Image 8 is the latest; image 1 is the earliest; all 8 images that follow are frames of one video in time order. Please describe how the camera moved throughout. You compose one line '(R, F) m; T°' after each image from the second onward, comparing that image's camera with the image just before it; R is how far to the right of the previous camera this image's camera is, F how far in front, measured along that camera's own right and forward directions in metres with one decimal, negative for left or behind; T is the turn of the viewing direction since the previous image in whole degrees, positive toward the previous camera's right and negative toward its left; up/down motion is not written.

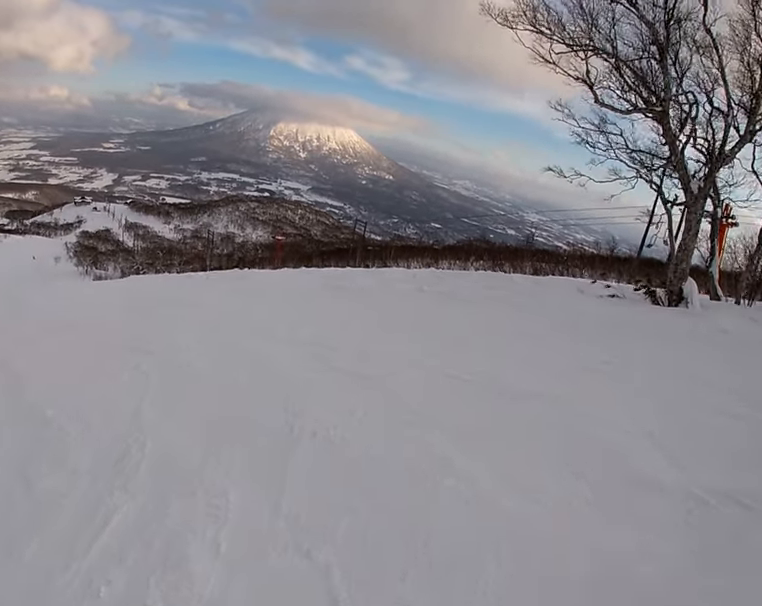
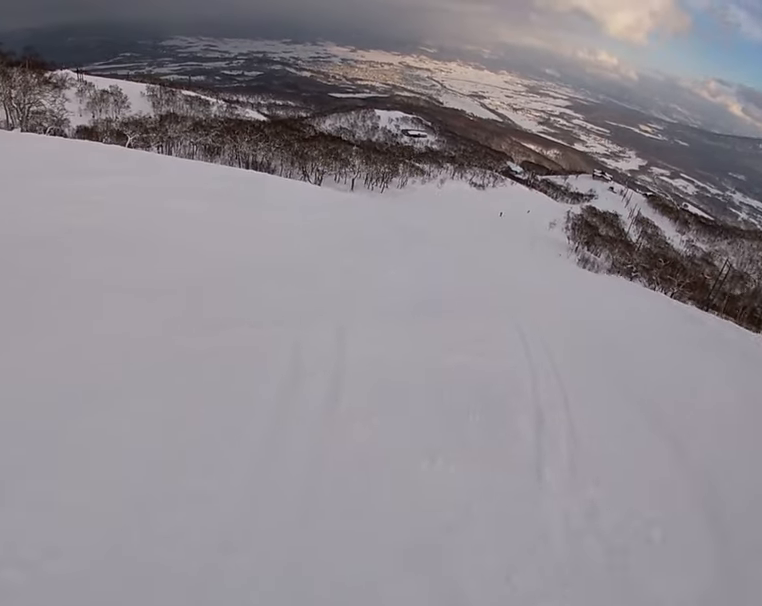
(-2.7, +6.9) m; -49°
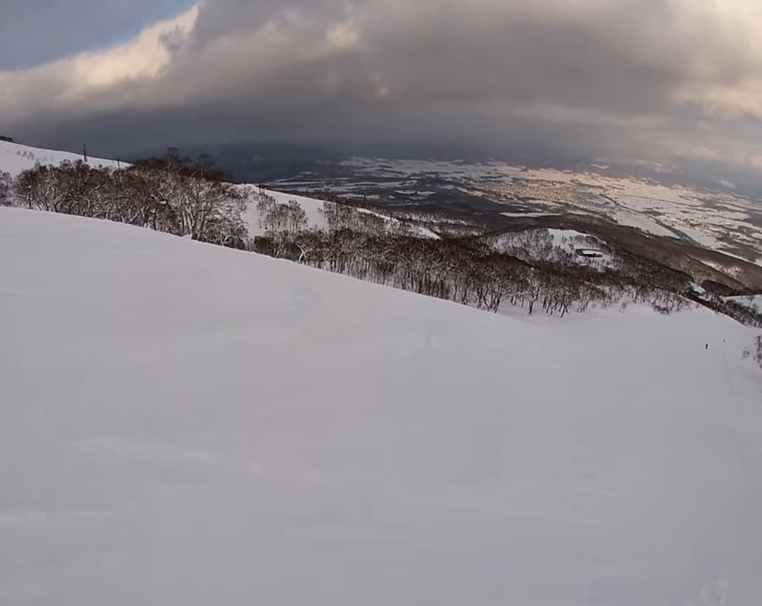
(-1.7, +5.1) m; -35°
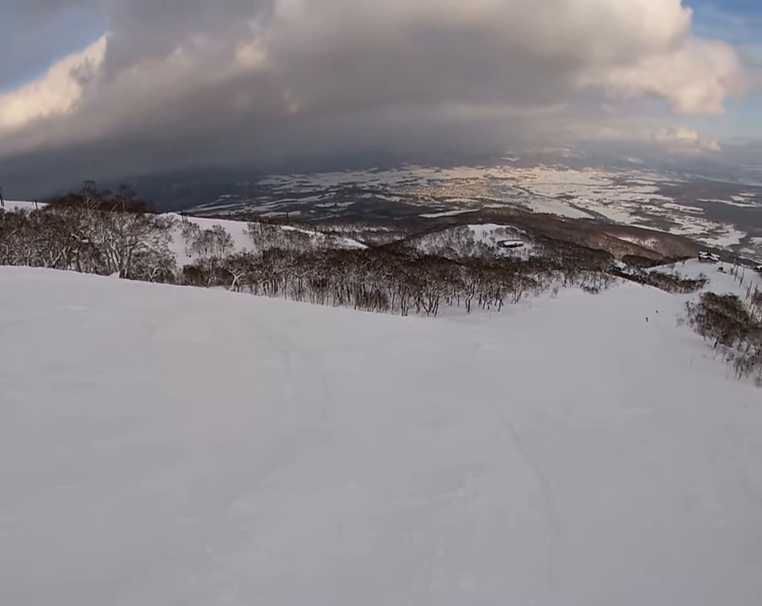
(-0.8, +3.2) m; -9°
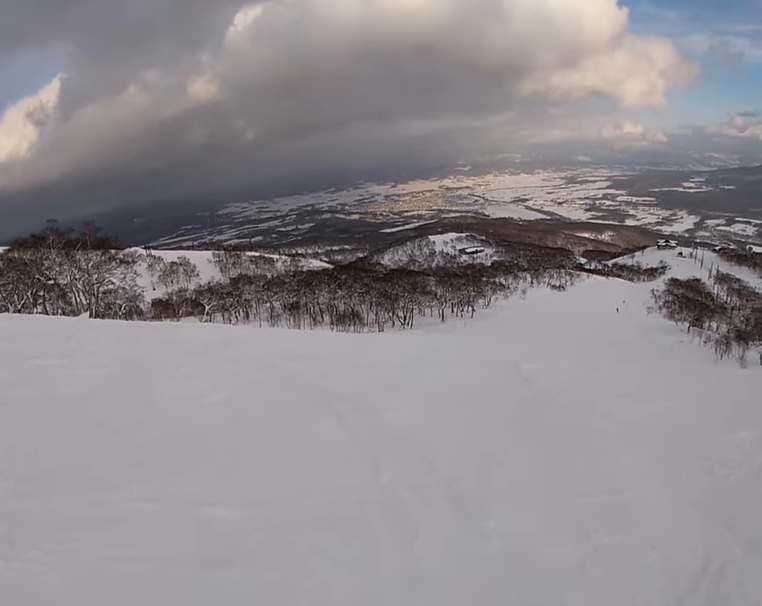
(-0.5, +2.2) m; -3°
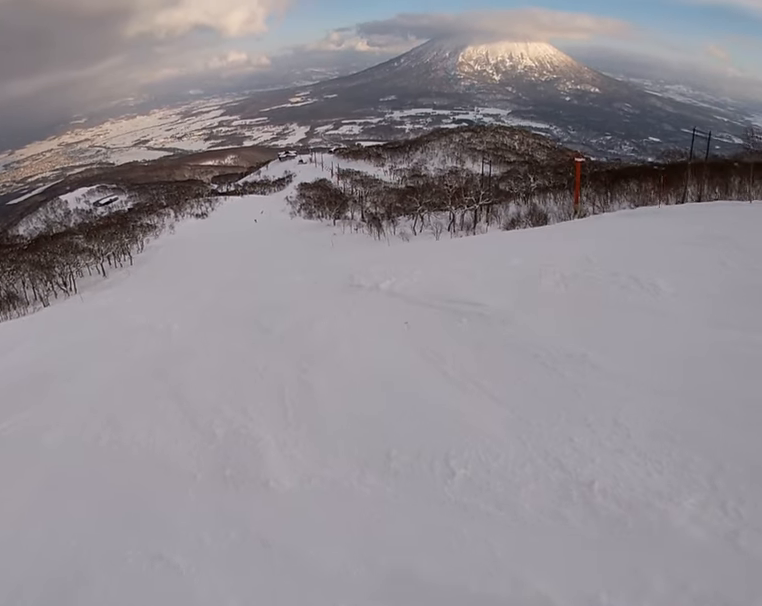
(+0.7, +5.7) m; +19°
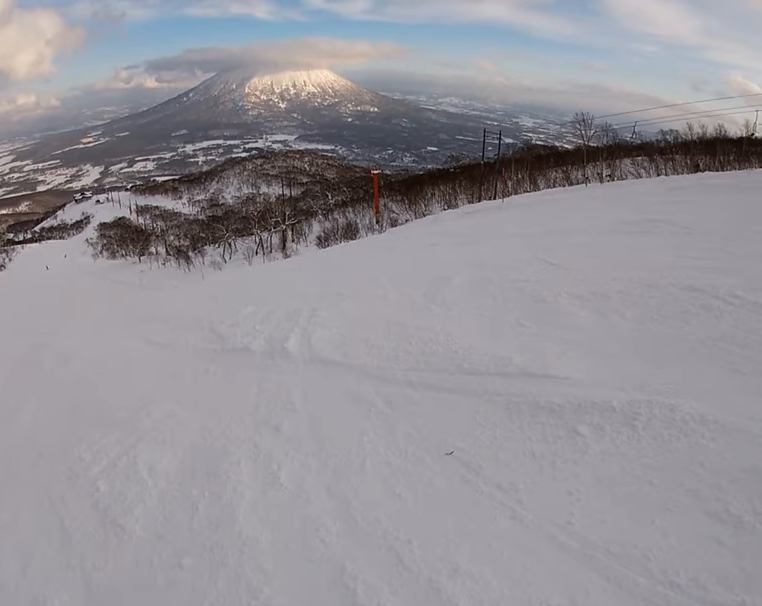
(+0.5, +3.6) m; +32°
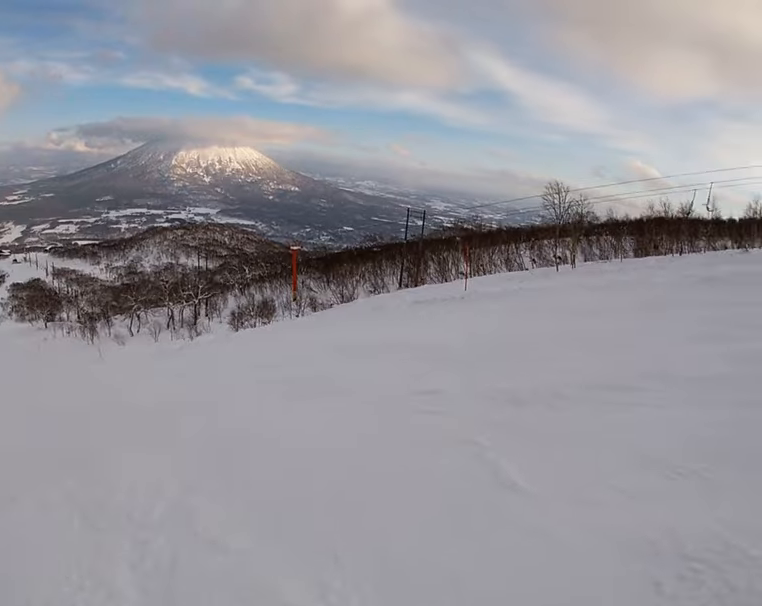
(+3.4, +4.5) m; +53°
